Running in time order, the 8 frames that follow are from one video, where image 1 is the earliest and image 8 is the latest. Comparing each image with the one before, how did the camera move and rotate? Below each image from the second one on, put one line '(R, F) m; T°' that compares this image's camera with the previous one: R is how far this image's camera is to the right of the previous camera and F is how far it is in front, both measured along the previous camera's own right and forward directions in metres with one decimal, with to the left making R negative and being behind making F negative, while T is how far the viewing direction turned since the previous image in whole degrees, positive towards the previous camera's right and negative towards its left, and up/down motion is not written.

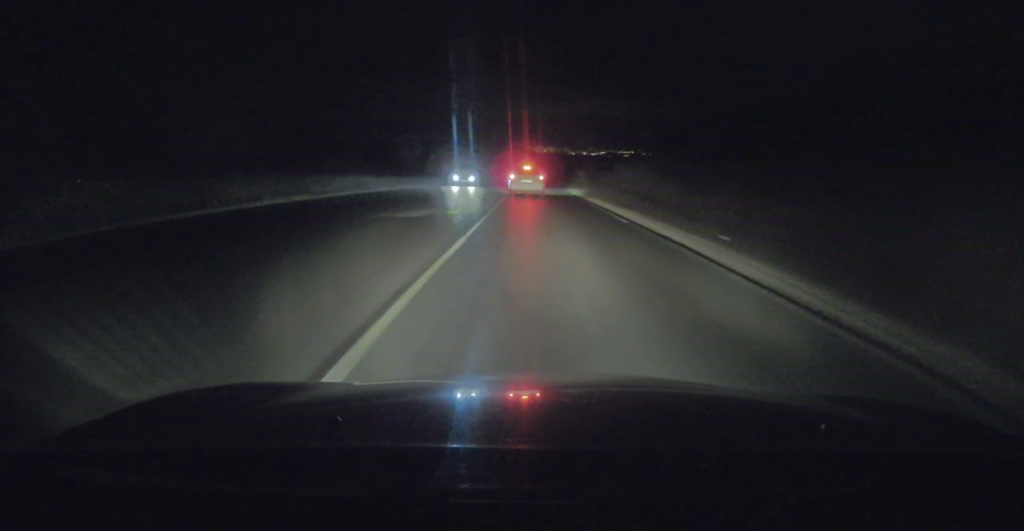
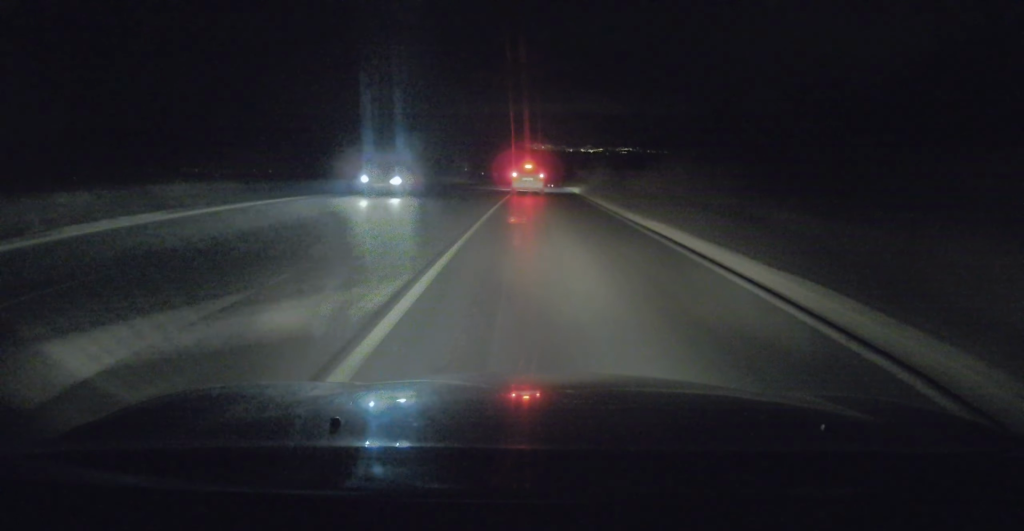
(+0.1, +13.5) m; 0°
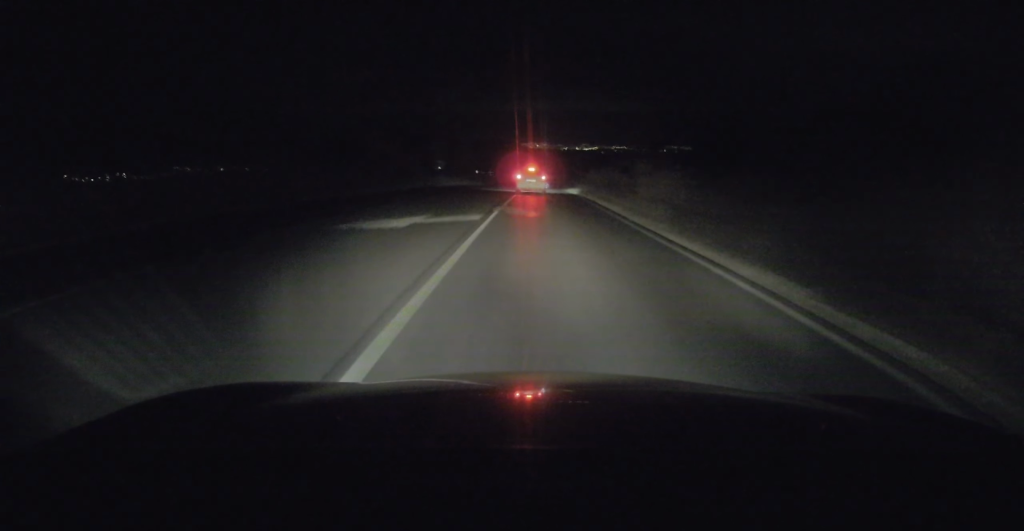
(0.0, +19.8) m; 0°
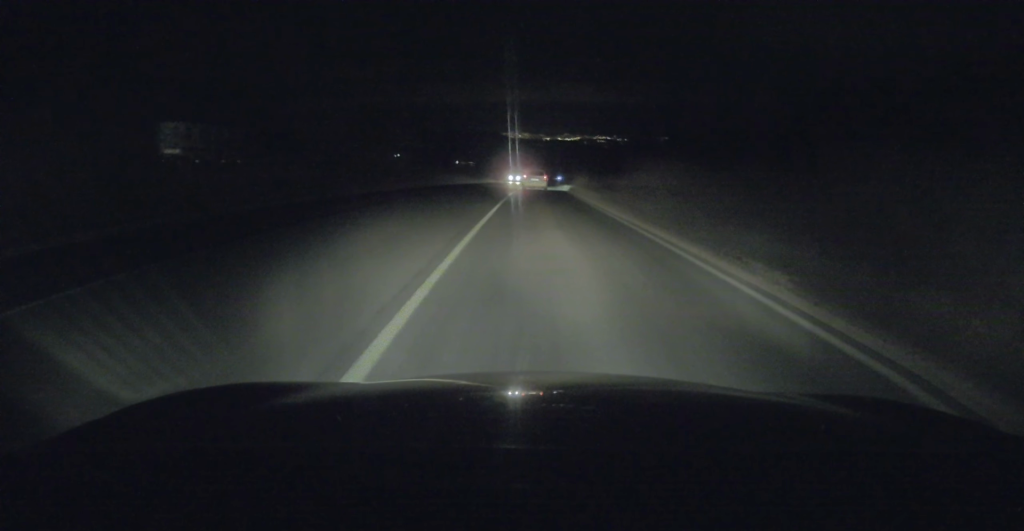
(+0.3, +44.0) m; +1°
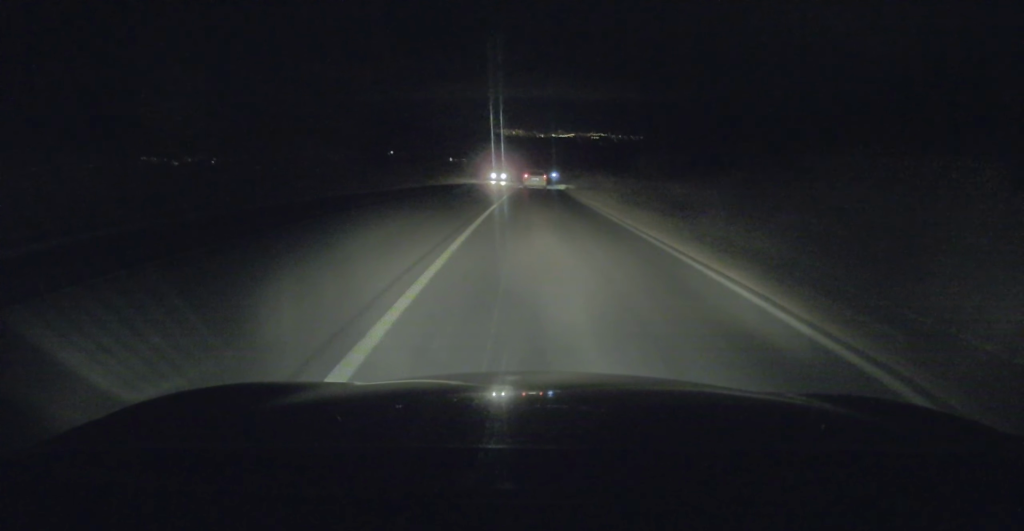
(0.0, +15.1) m; +1°
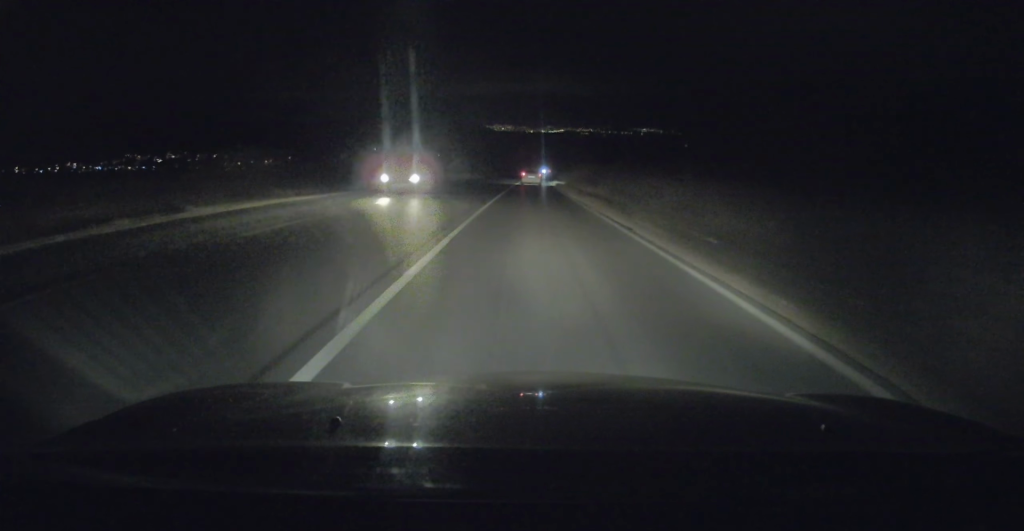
(+0.3, +31.0) m; +1°
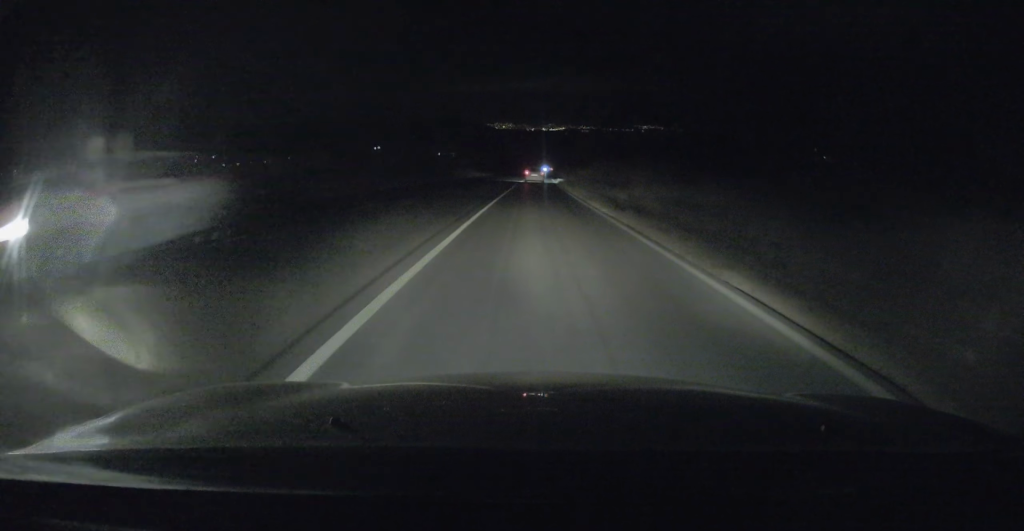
(+0.1, +11.5) m; 0°
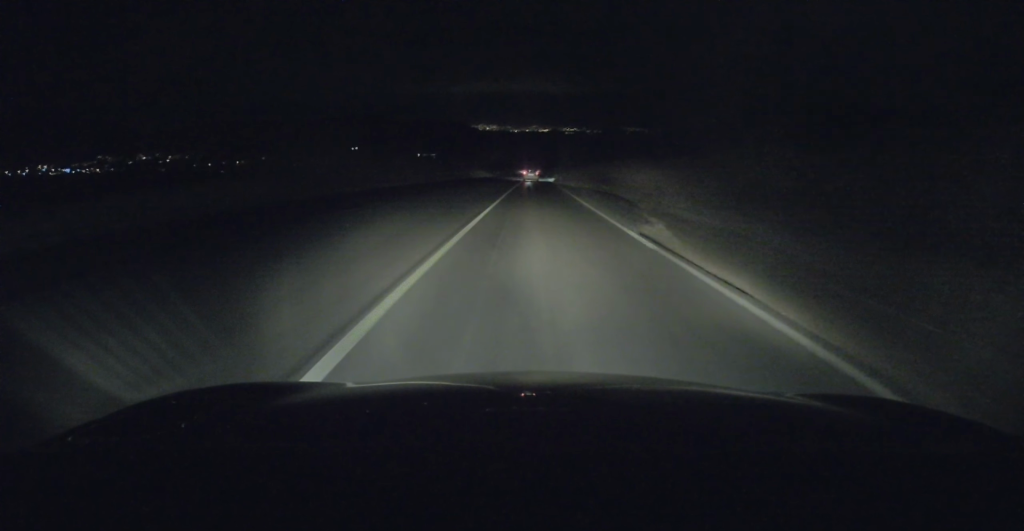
(+0.5, +62.7) m; +1°
